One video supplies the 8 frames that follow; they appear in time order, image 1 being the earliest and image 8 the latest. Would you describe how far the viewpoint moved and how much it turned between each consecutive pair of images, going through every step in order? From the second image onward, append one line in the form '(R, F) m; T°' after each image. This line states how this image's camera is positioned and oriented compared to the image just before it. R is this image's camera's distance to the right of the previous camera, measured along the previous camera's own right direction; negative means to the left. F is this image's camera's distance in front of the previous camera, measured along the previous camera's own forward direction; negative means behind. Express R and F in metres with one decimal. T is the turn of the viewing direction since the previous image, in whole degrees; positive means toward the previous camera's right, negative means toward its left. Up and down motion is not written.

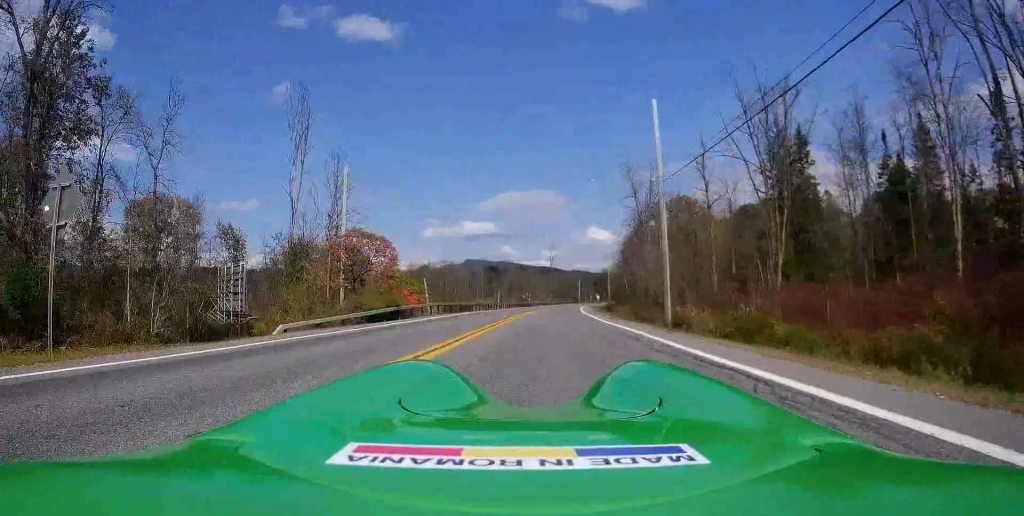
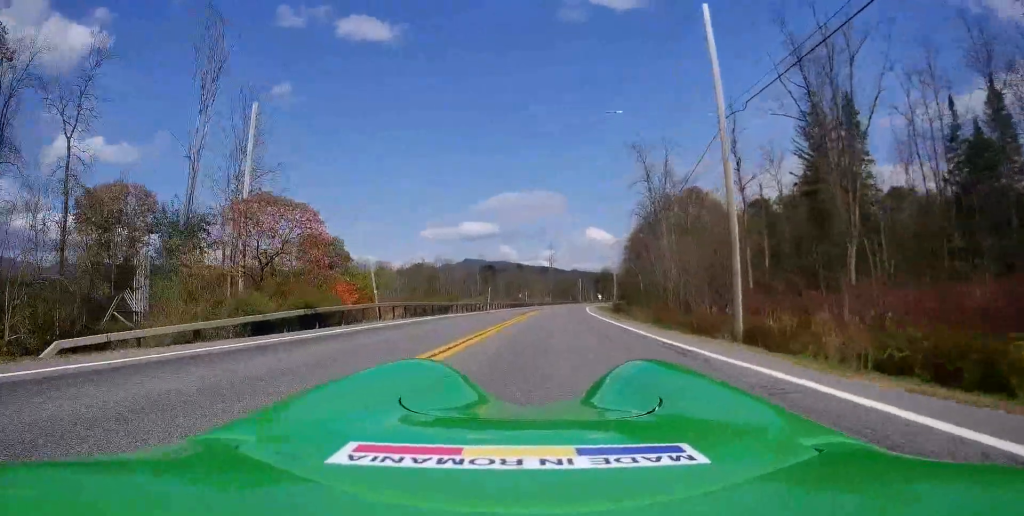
(+0.2, +10.7) m; +2°
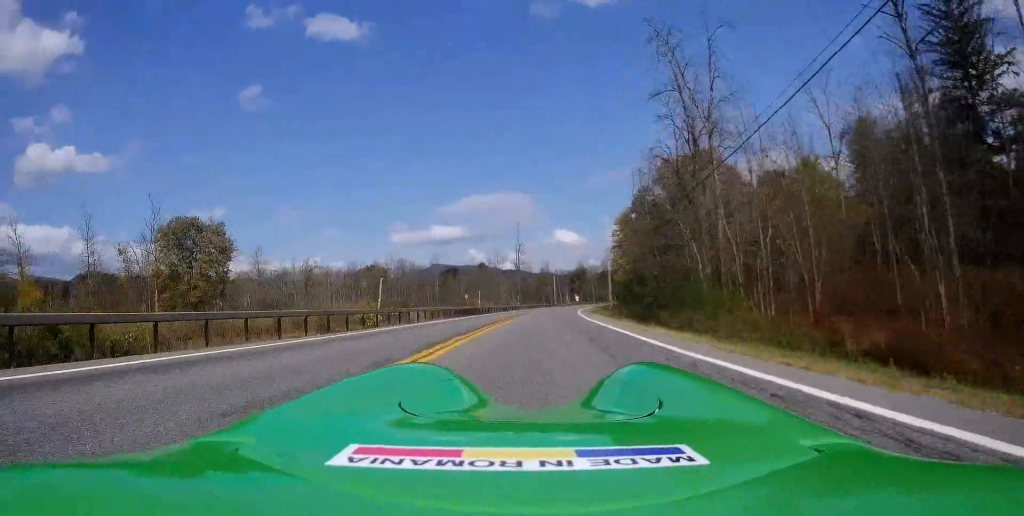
(-0.4, +29.4) m; +1°
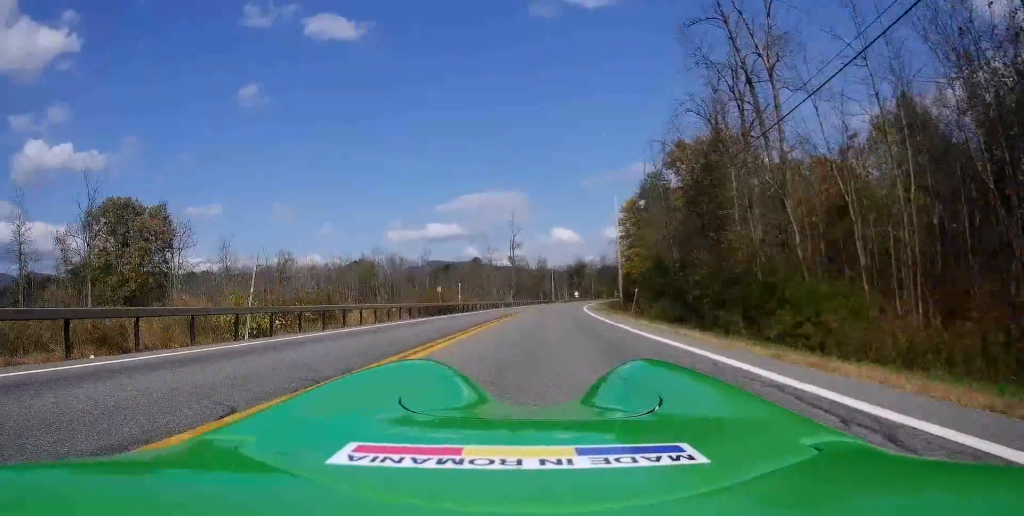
(+0.8, +11.0) m; +2°
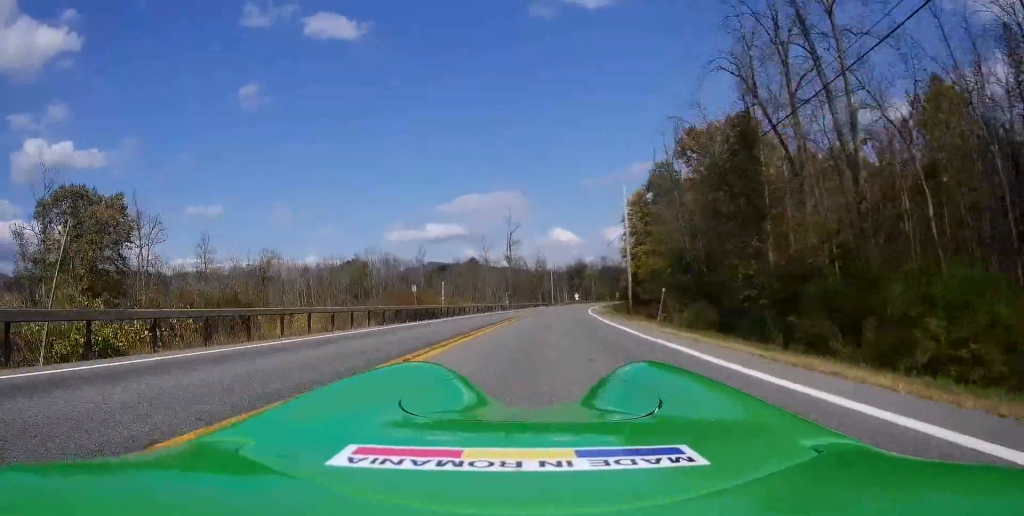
(-0.2, +6.8) m; 0°
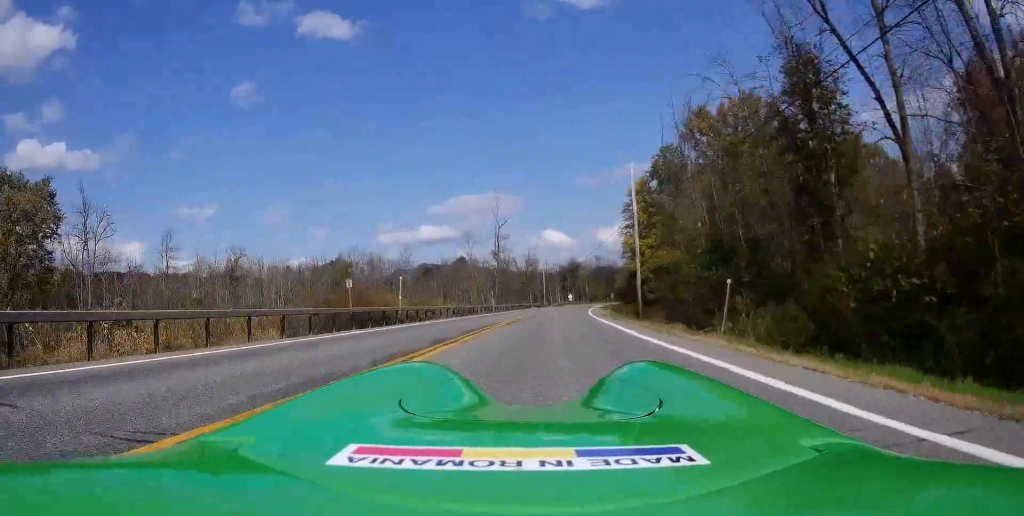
(-0.1, +8.9) m; 0°
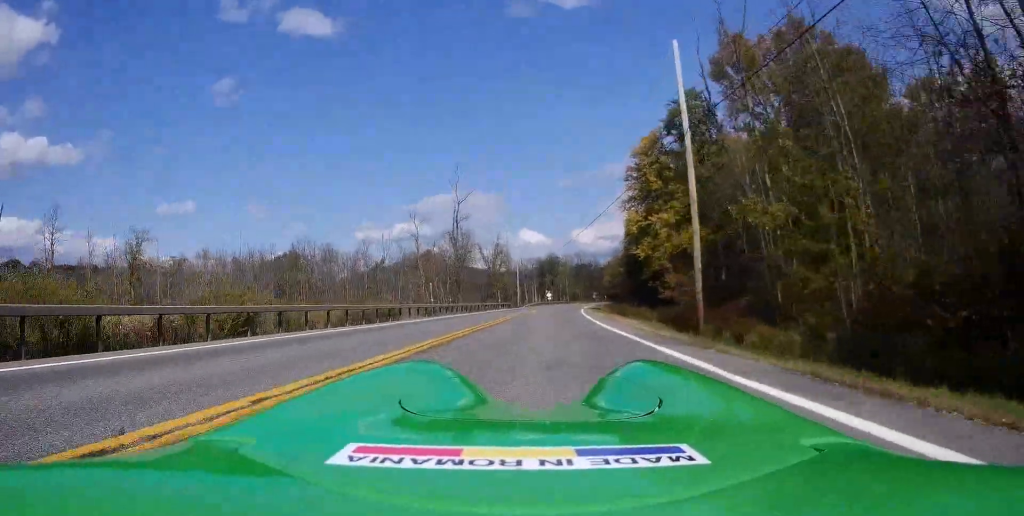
(+0.4, +20.9) m; +1°
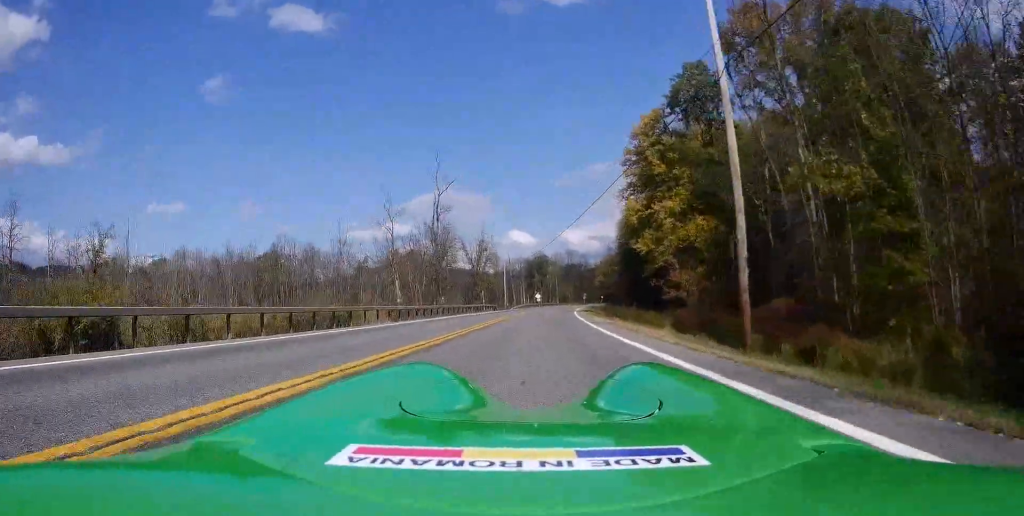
(0.0, +5.7) m; 0°
